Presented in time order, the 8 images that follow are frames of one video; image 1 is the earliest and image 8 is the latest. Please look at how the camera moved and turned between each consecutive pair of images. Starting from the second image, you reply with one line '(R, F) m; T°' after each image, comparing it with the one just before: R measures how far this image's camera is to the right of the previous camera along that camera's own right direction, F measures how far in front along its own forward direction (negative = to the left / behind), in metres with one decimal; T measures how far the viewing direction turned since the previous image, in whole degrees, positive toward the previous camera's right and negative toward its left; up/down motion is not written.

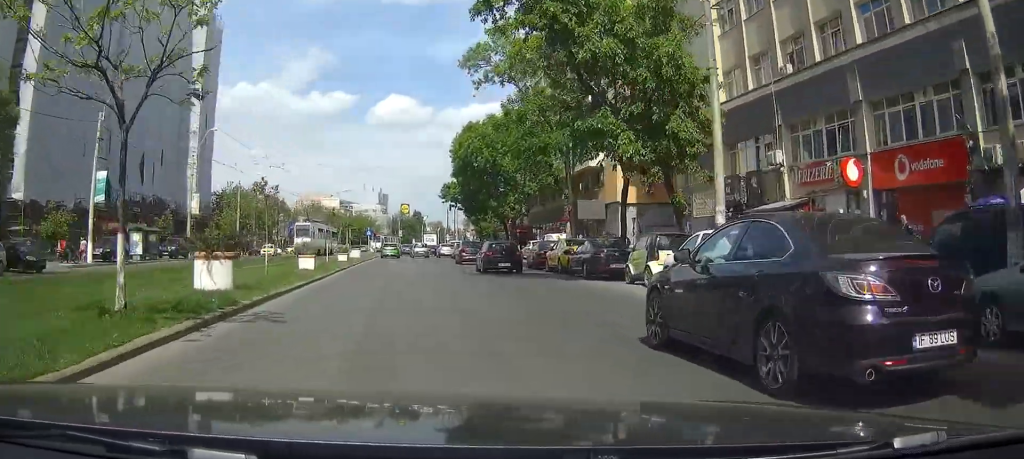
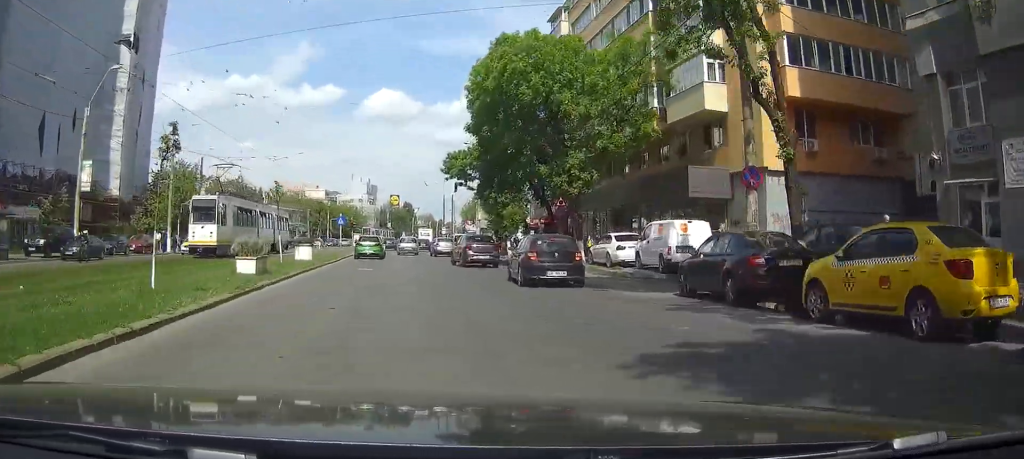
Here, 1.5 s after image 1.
(-0.1, +23.4) m; 0°
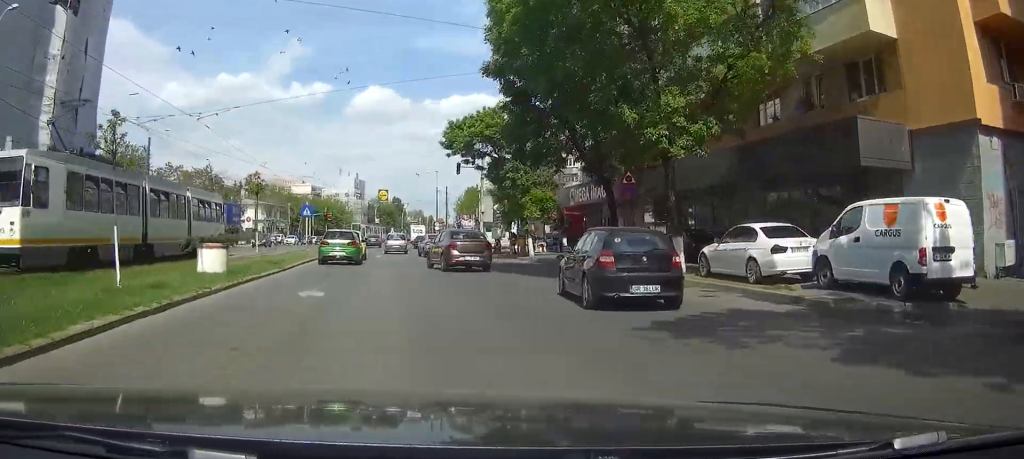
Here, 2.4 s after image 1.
(+0.1, +13.7) m; +1°
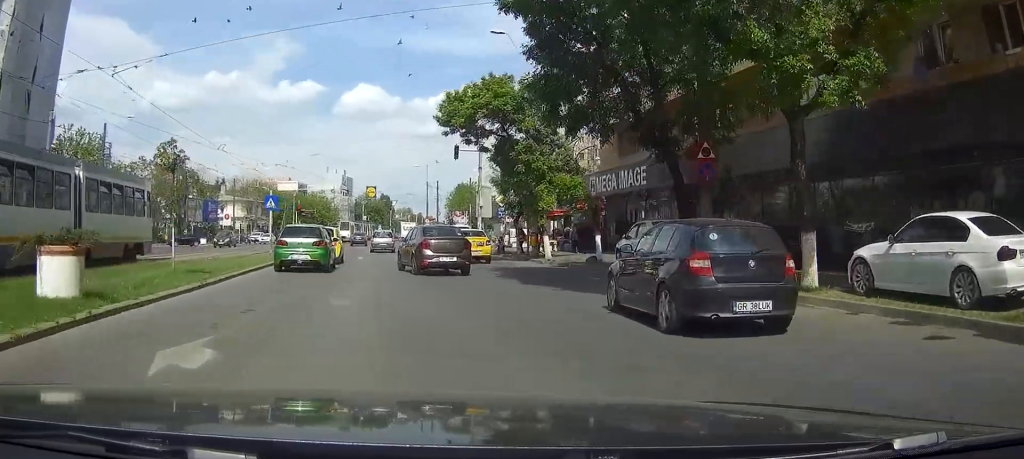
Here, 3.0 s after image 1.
(0.0, +8.0) m; 0°
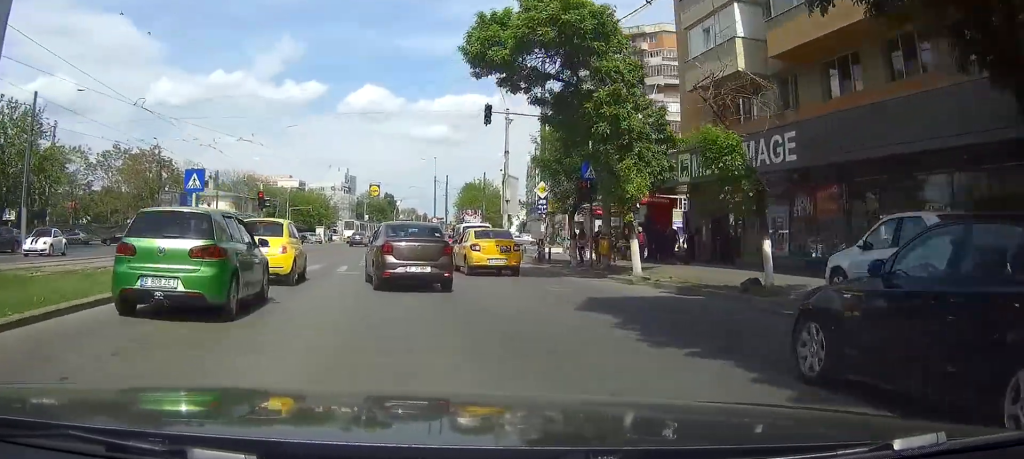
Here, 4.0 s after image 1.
(-0.1, +12.5) m; -1°
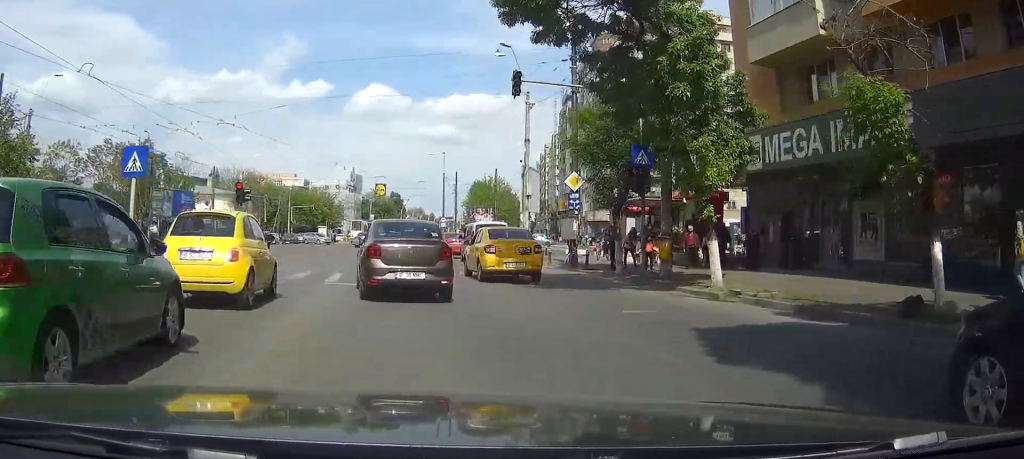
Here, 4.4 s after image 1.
(0.0, +4.9) m; 0°
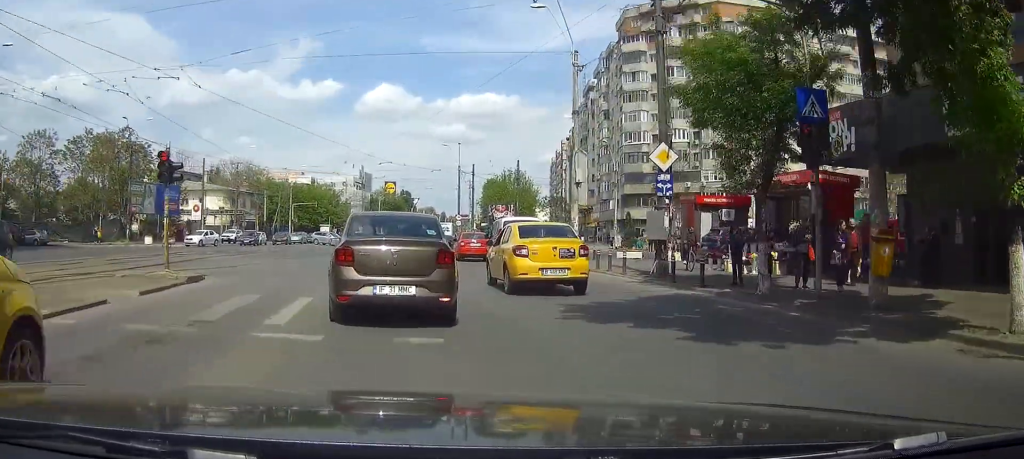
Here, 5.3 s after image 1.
(0.0, +8.6) m; +16°
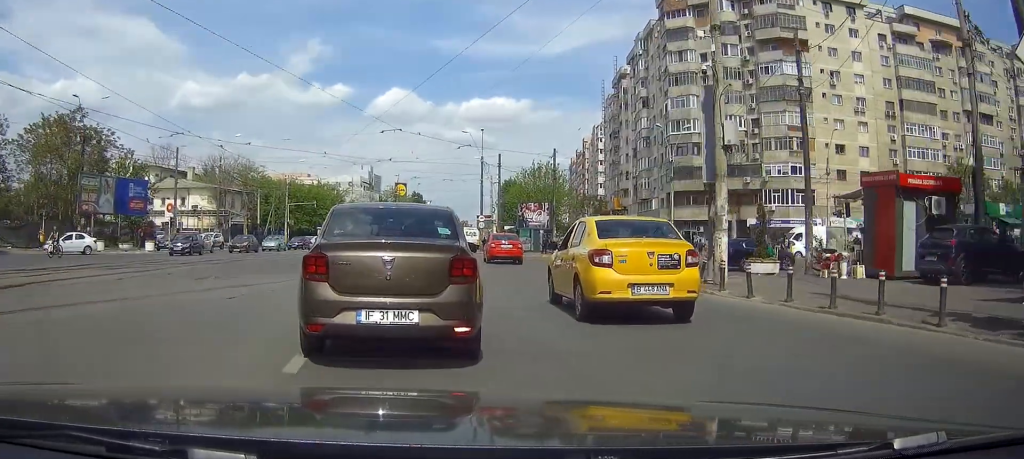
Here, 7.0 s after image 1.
(+4.4, +8.1) m; +23°
